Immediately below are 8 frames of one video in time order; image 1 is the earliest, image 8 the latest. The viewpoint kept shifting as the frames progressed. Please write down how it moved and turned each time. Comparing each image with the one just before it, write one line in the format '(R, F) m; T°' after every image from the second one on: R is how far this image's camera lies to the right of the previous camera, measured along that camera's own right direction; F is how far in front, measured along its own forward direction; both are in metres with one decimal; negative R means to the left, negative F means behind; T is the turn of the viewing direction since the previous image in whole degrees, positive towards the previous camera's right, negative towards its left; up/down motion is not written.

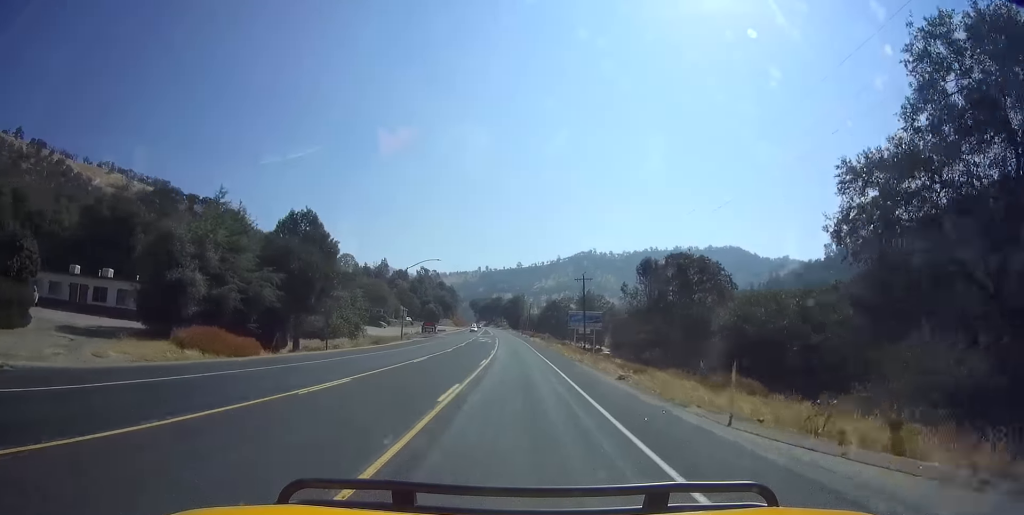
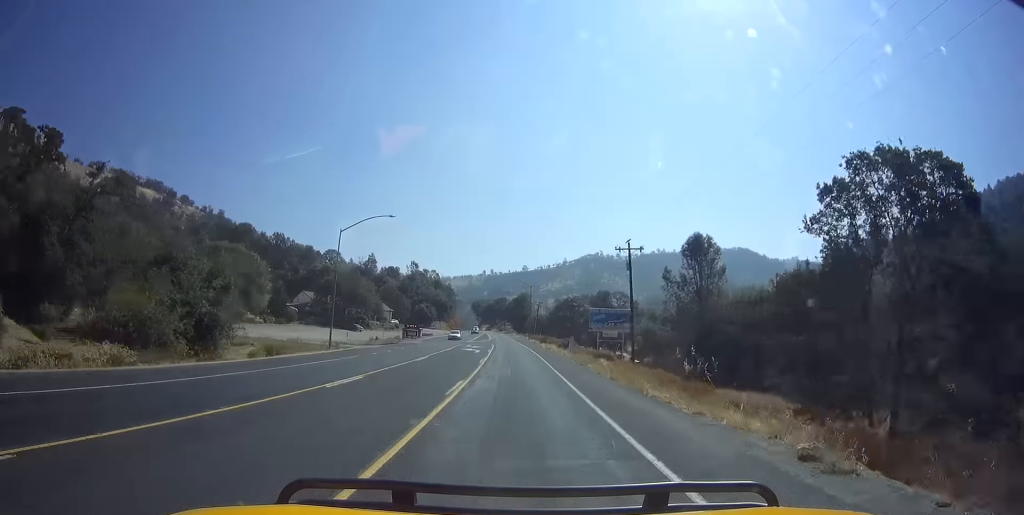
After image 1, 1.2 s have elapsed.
(0.0, +26.9) m; 0°
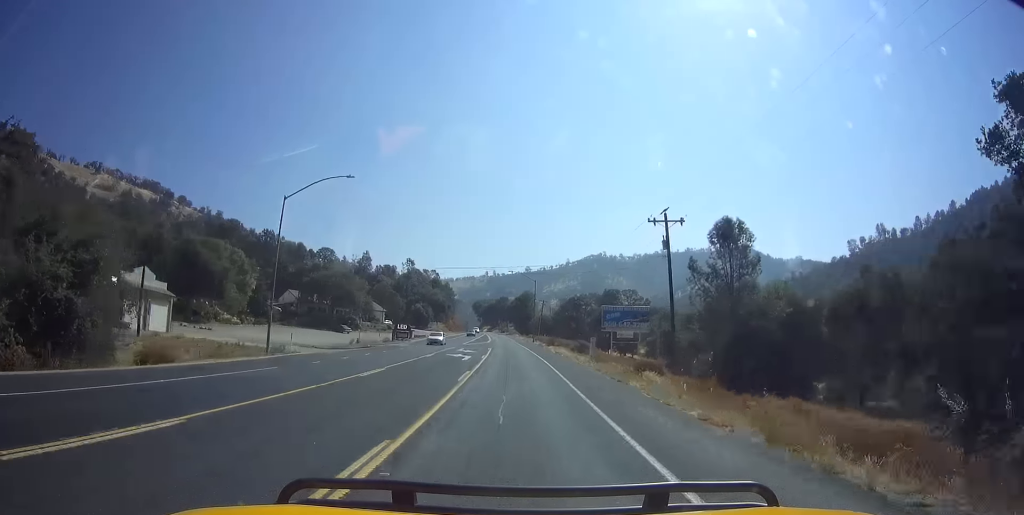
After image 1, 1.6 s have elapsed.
(0.0, +10.7) m; 0°
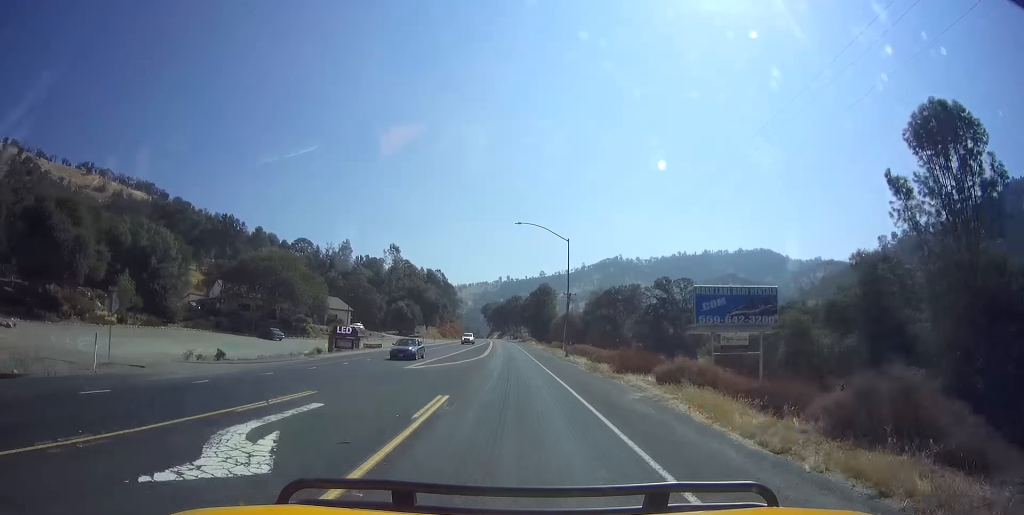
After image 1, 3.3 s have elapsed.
(-0.6, +37.5) m; -2°
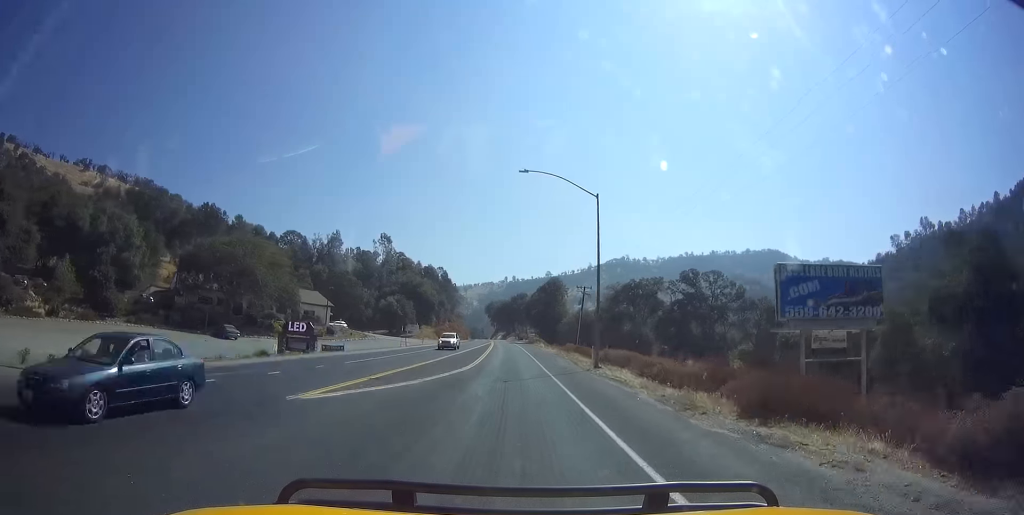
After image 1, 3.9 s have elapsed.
(-0.1, +13.7) m; -1°
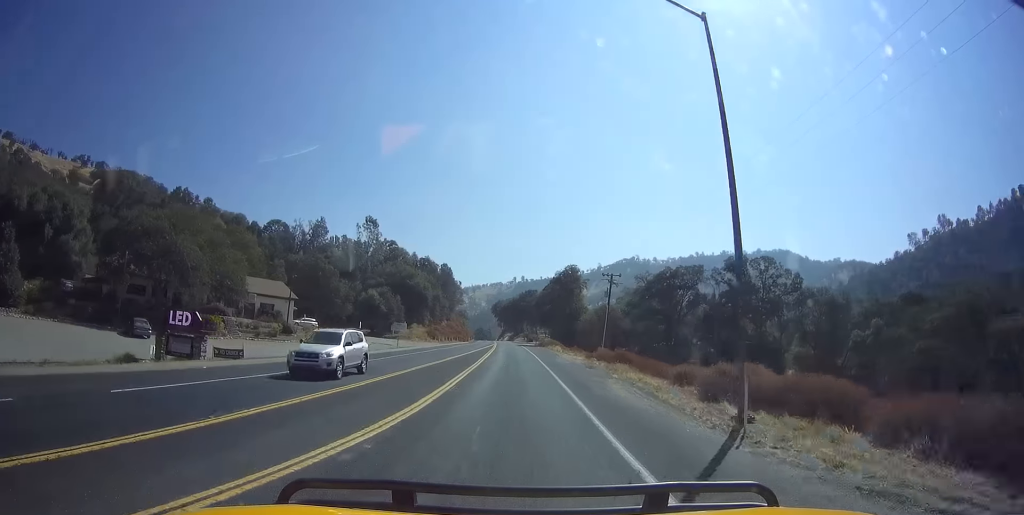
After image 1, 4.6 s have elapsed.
(-0.1, +17.4) m; 0°
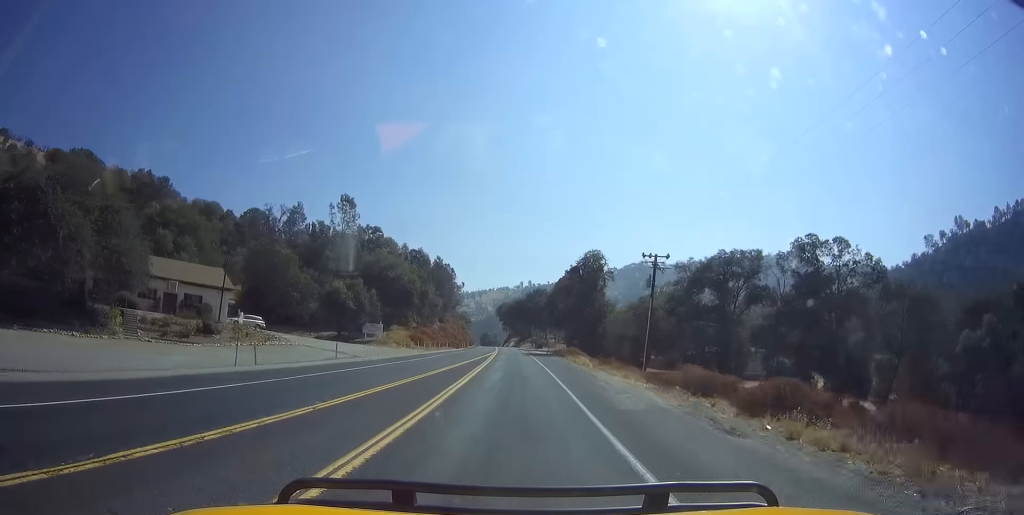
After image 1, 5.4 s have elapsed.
(0.0, +18.1) m; 0°
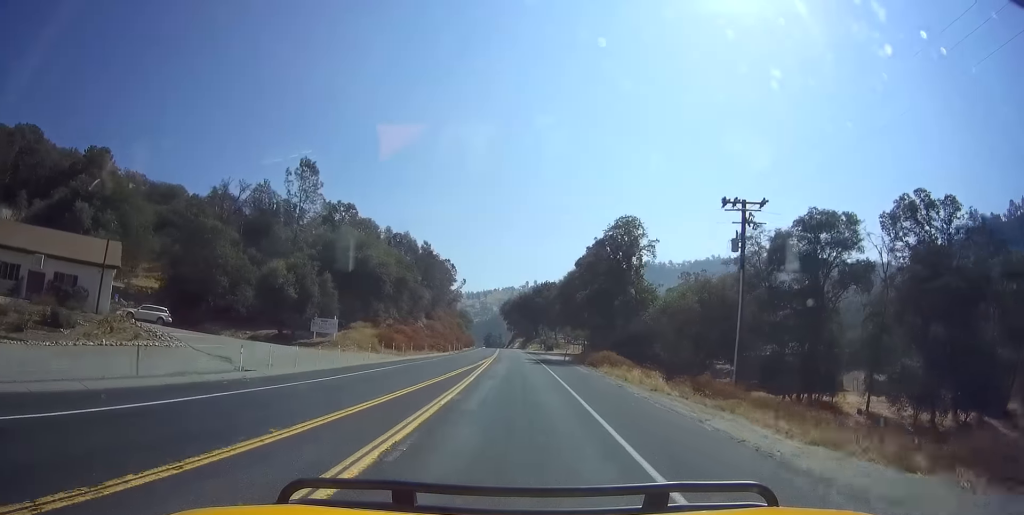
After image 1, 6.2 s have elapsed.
(-0.2, +18.0) m; 0°
